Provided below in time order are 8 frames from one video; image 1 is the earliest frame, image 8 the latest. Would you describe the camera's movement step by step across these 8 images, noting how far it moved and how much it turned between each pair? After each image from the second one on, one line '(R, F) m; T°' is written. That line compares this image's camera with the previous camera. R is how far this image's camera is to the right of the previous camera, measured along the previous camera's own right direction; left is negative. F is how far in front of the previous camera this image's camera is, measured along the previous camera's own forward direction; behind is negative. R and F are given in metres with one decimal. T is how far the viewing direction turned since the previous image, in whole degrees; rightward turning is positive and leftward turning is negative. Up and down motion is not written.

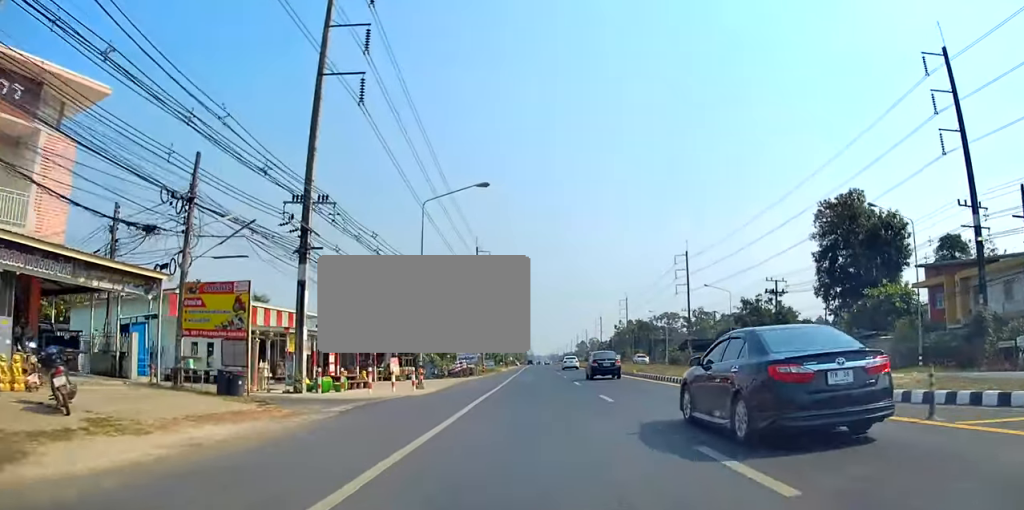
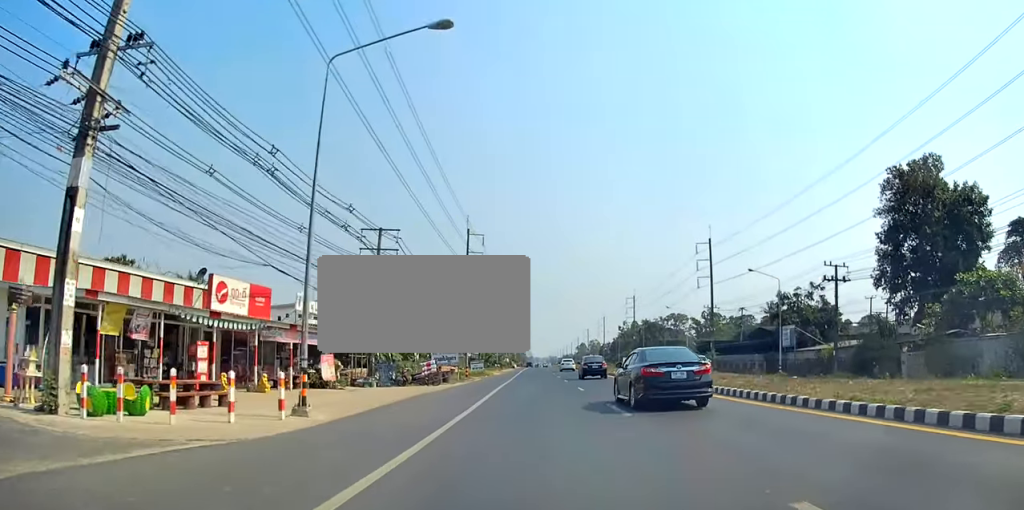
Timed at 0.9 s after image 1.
(0.0, +14.5) m; -1°
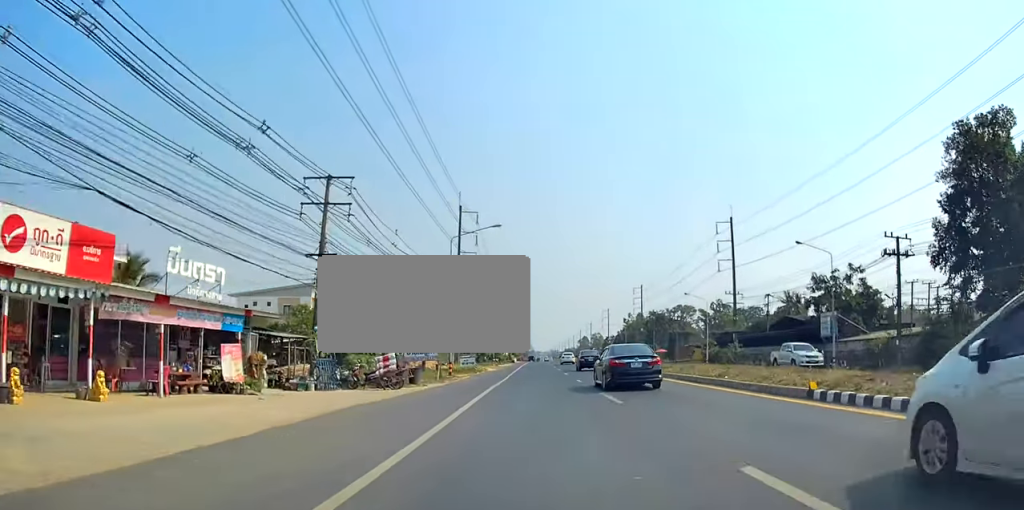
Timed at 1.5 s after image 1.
(-0.1, +10.4) m; -1°
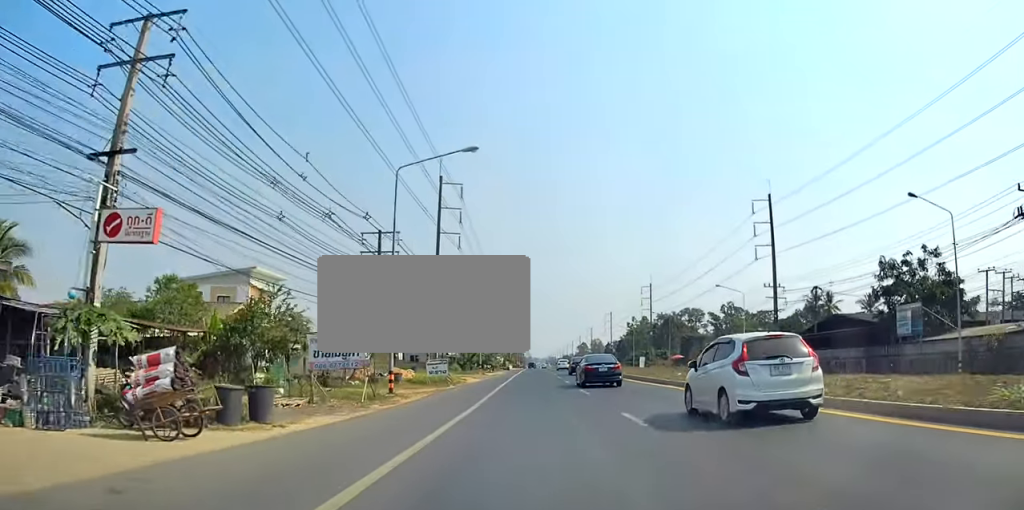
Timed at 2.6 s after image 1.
(-0.2, +16.2) m; -1°
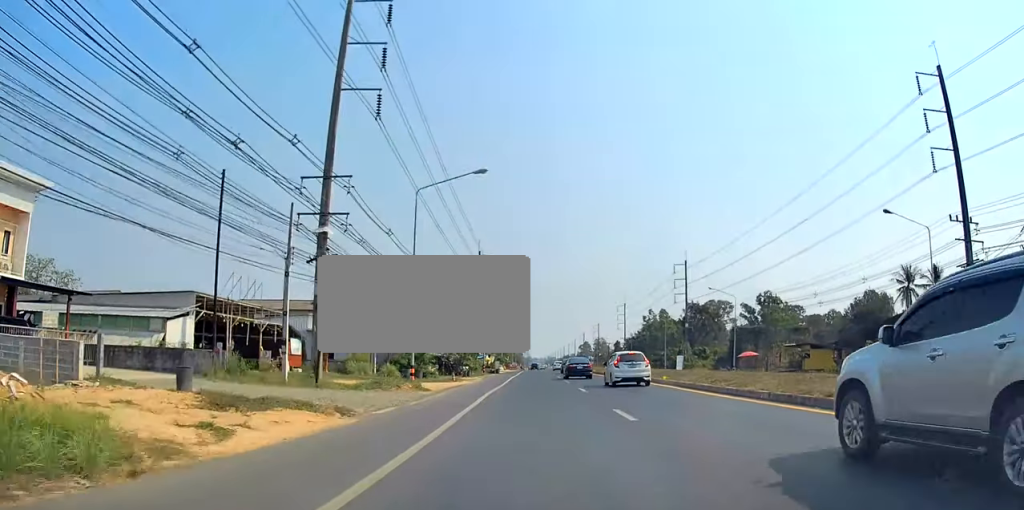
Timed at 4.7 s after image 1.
(+0.2, +34.2) m; +1°
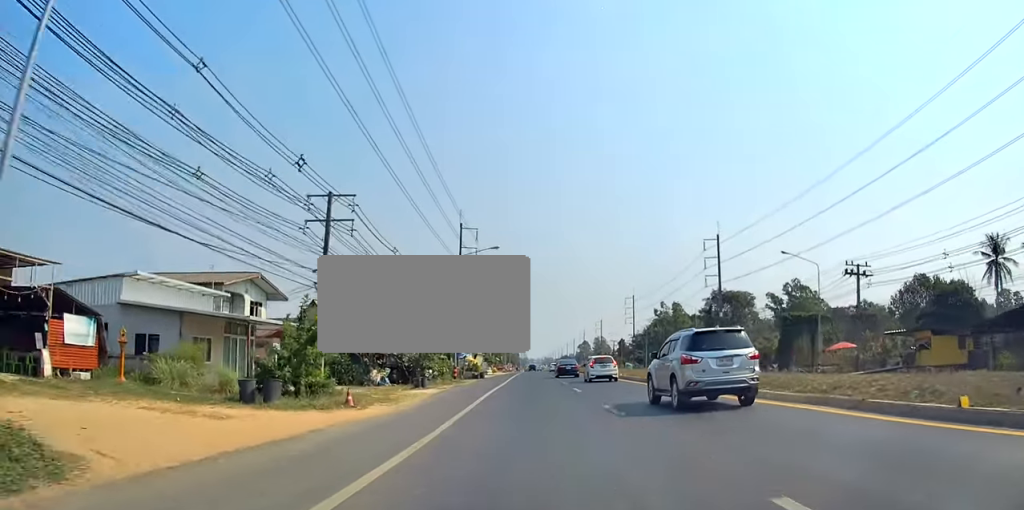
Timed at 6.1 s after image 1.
(-0.3, +22.5) m; -1°
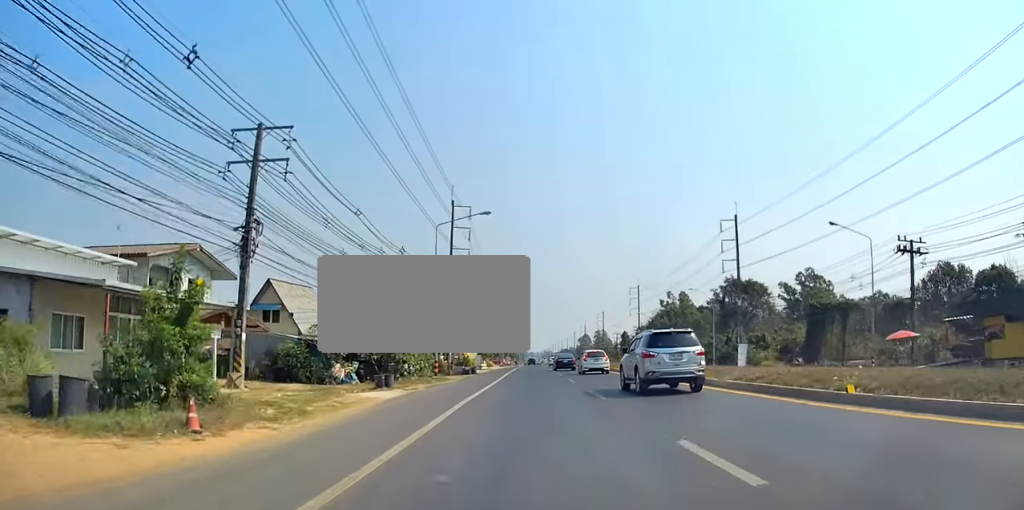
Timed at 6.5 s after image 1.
(-0.1, +7.8) m; 0°
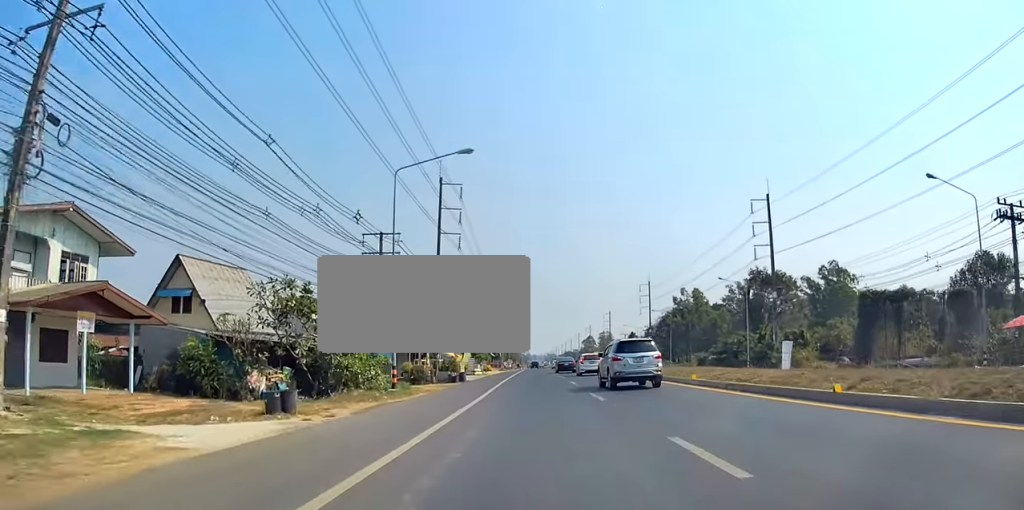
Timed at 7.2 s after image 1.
(+0.3, +11.3) m; +1°
